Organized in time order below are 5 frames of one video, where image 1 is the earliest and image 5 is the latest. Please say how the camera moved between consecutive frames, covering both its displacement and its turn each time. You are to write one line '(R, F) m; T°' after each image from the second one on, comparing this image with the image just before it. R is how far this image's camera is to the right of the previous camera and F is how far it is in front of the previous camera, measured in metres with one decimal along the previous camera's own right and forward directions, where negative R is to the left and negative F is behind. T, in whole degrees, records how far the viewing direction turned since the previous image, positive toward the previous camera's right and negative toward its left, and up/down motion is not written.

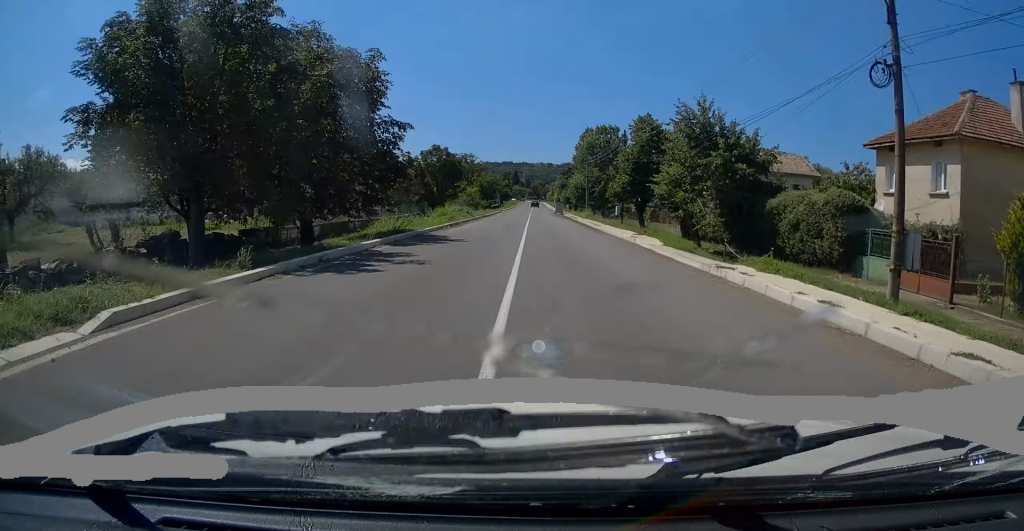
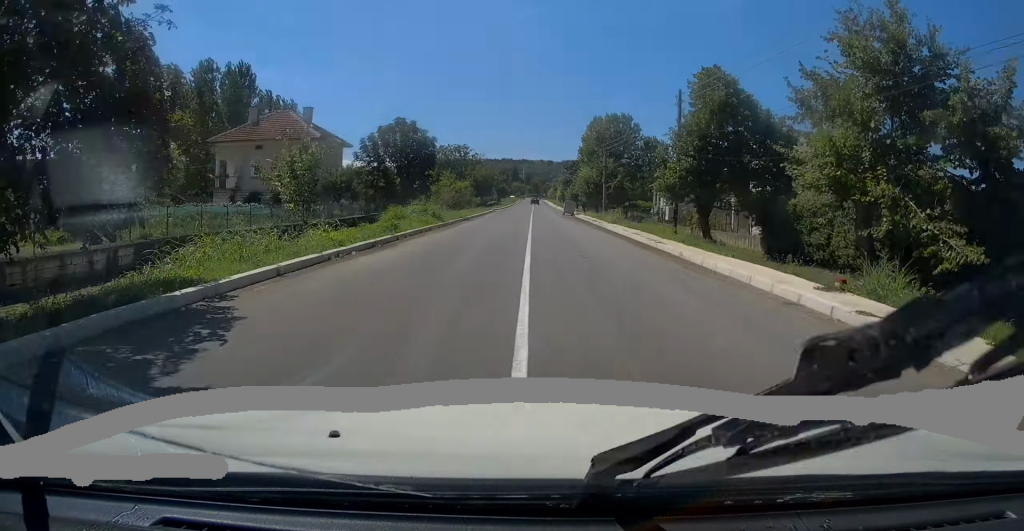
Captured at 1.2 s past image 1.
(-0.4, +15.8) m; -1°
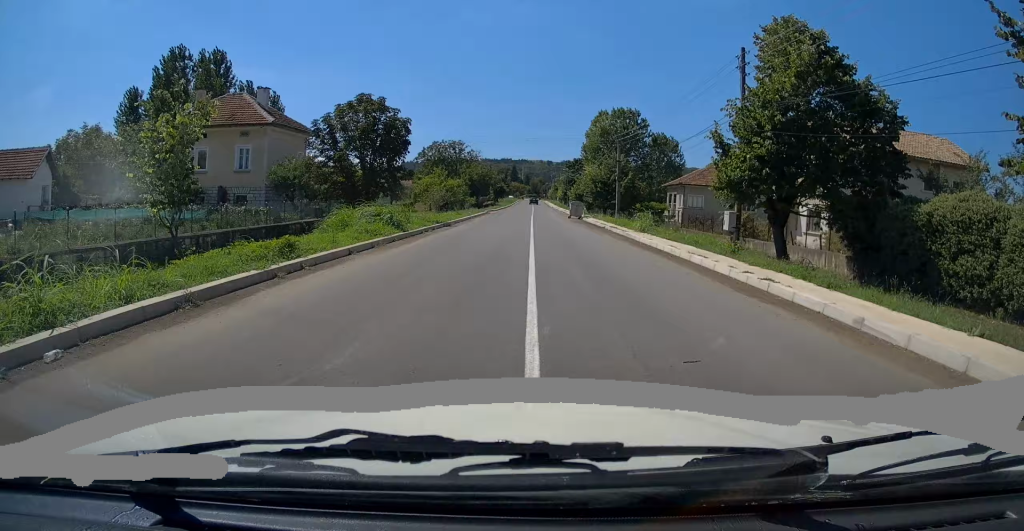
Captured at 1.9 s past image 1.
(0.0, +8.6) m; 0°
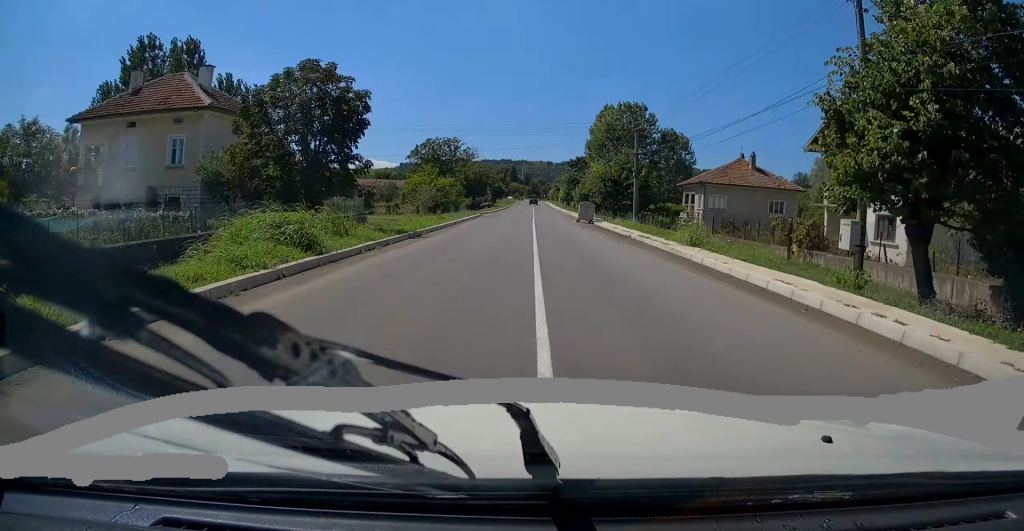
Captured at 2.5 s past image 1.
(+0.1, +7.9) m; 0°
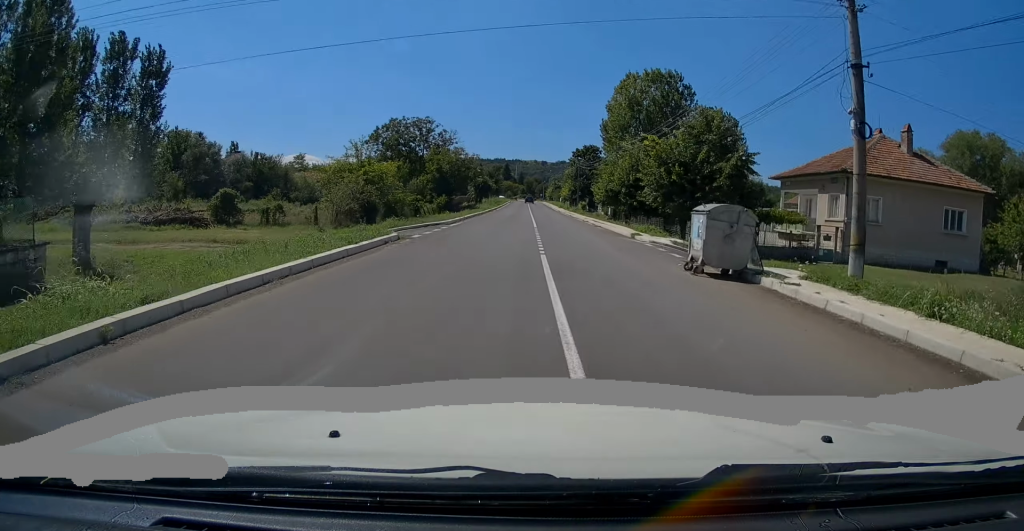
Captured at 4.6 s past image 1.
(+0.5, +28.1) m; +1°
